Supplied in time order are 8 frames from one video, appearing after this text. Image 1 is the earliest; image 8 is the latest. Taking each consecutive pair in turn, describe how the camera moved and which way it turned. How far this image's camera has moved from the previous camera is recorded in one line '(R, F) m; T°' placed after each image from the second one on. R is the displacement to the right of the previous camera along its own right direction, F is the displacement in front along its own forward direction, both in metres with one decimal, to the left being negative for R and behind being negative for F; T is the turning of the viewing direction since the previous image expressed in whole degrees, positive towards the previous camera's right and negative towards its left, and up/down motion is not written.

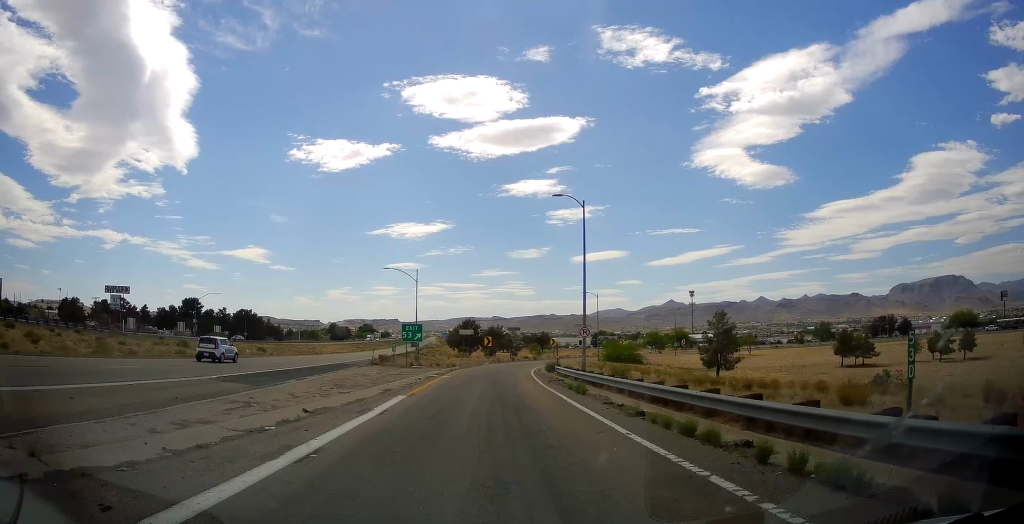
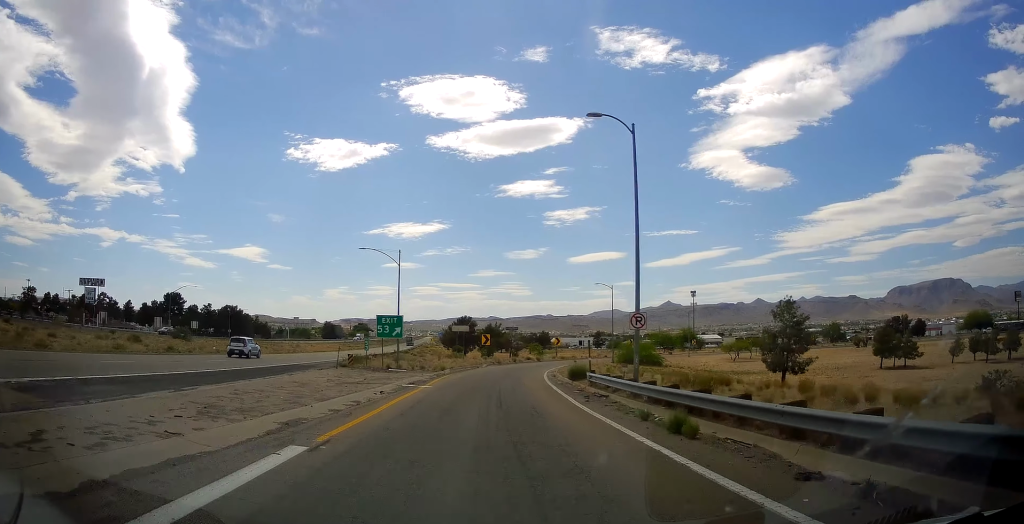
(0.0, +11.4) m; 0°
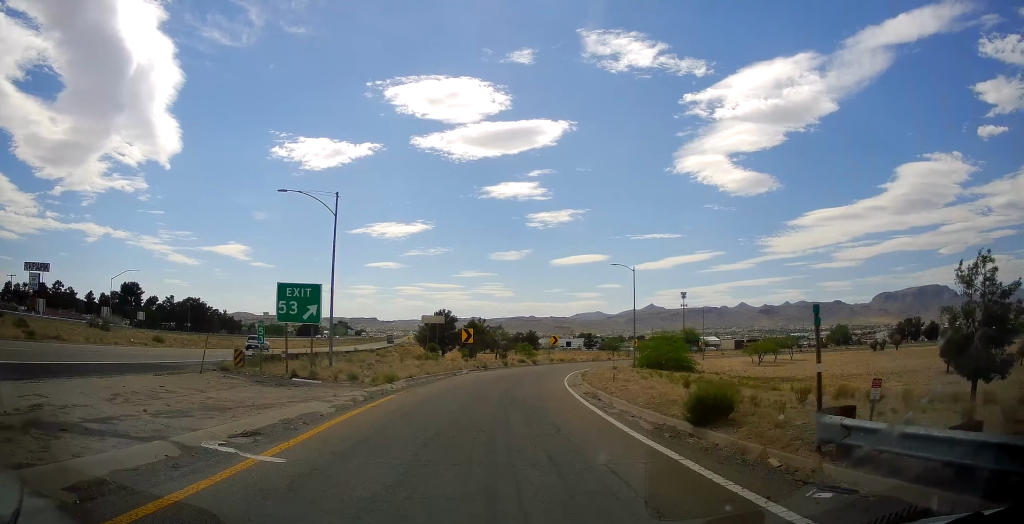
(+0.1, +18.0) m; 0°
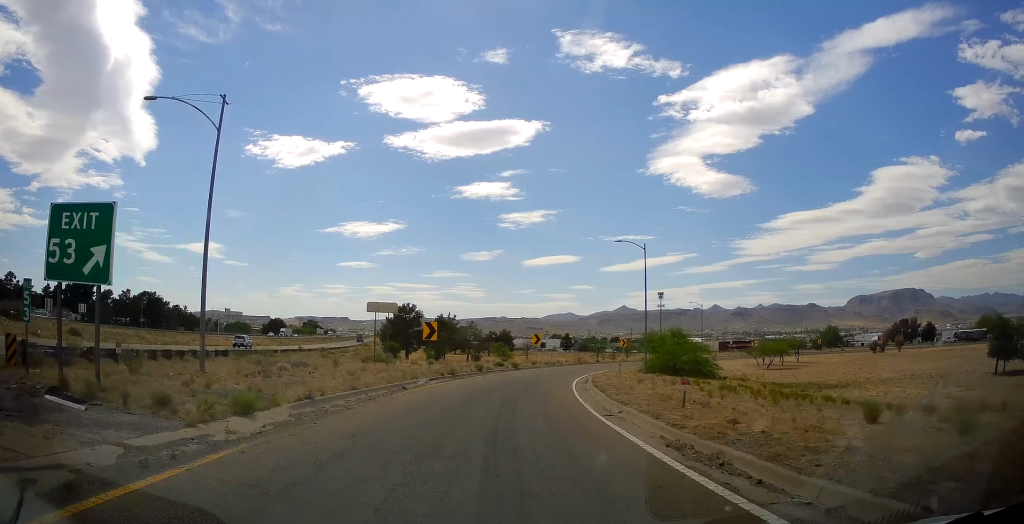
(0.0, +12.9) m; 0°
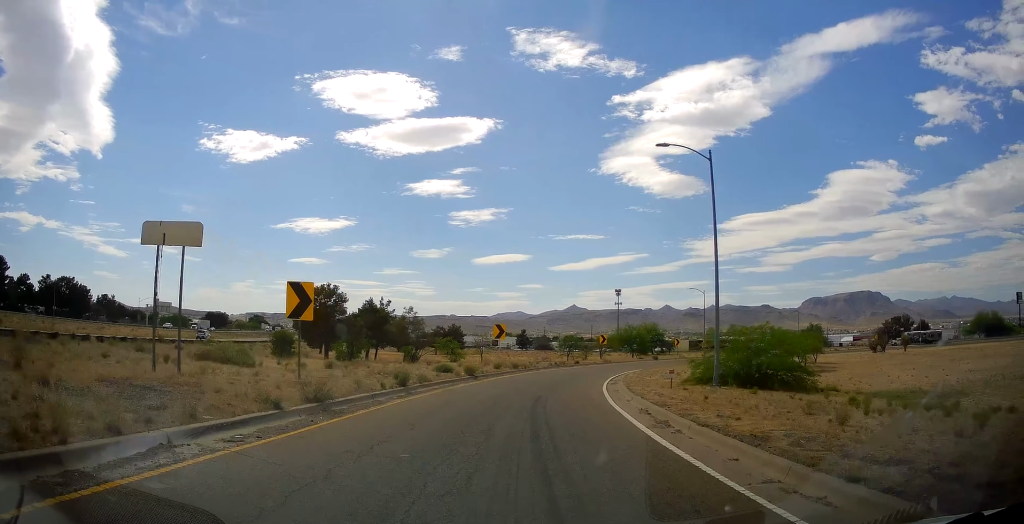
(0.0, +21.1) m; +4°
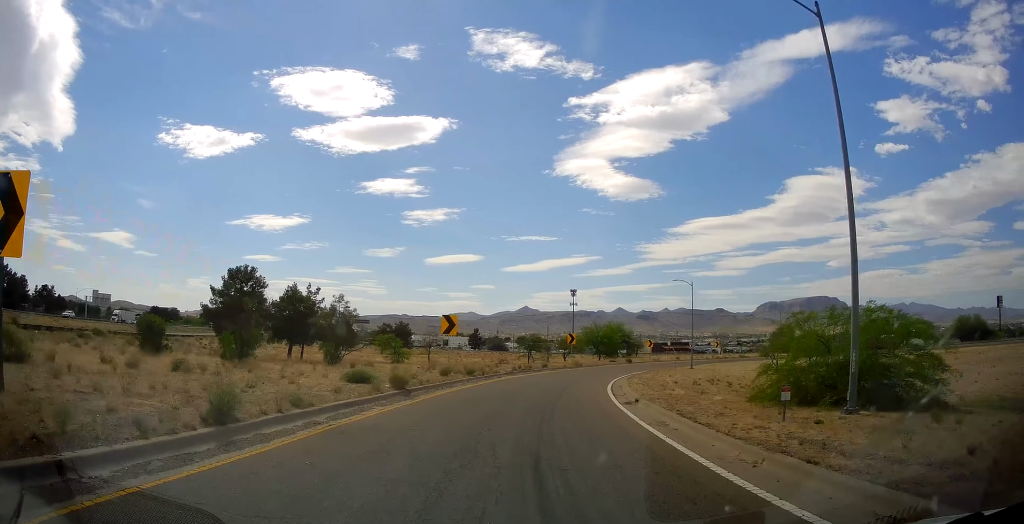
(+0.7, +11.9) m; +4°
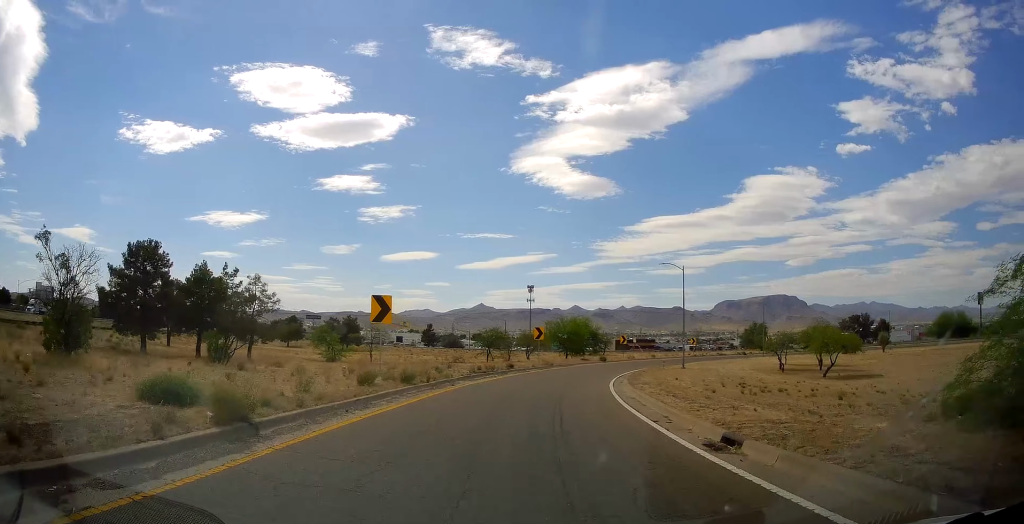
(+0.4, +10.8) m; +4°
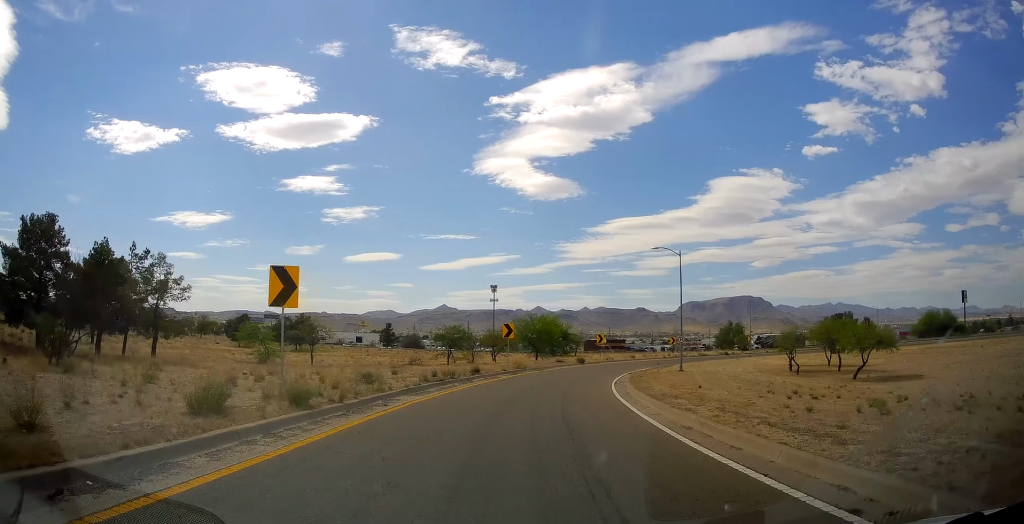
(+0.1, +9.2) m; +2°
